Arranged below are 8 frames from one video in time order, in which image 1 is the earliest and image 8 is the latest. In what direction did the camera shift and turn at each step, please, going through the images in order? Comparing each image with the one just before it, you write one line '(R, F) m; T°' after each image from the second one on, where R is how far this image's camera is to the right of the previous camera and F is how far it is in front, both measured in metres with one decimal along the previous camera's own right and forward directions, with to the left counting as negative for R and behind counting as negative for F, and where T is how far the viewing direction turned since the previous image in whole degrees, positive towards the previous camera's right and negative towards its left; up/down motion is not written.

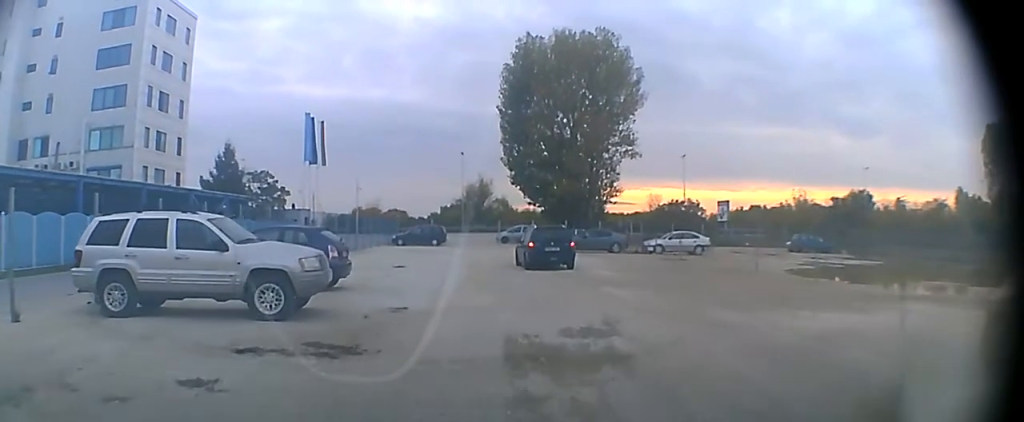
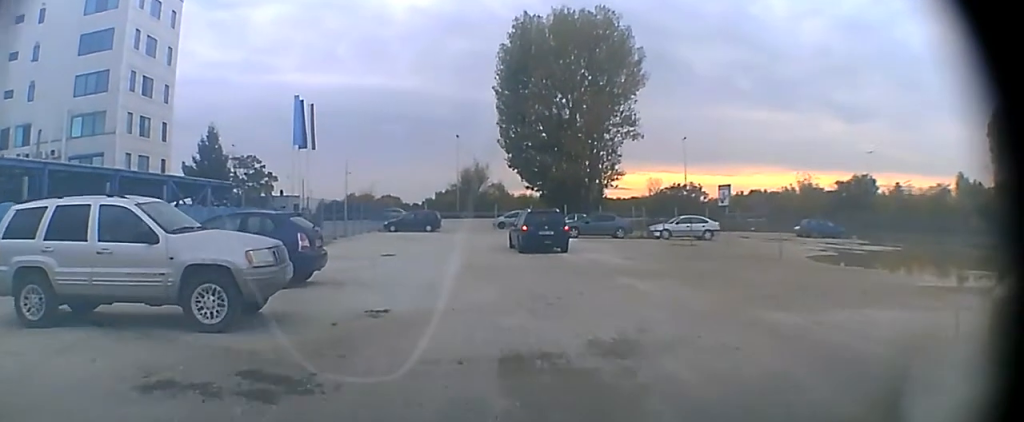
(0.0, +2.4) m; +2°
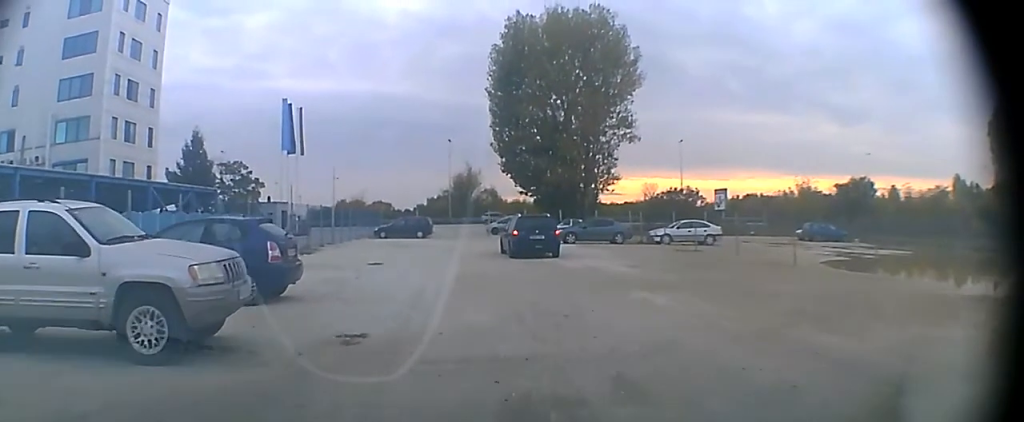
(0.0, +1.7) m; +1°
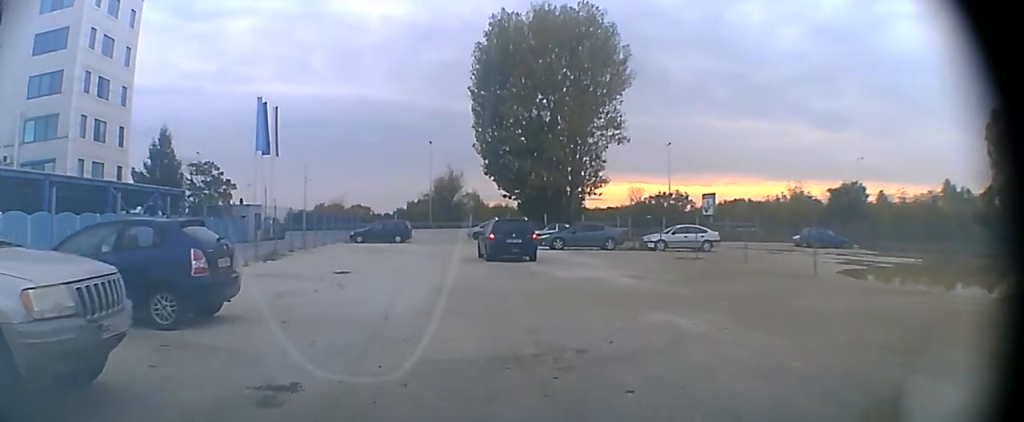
(+0.1, +2.6) m; +1°
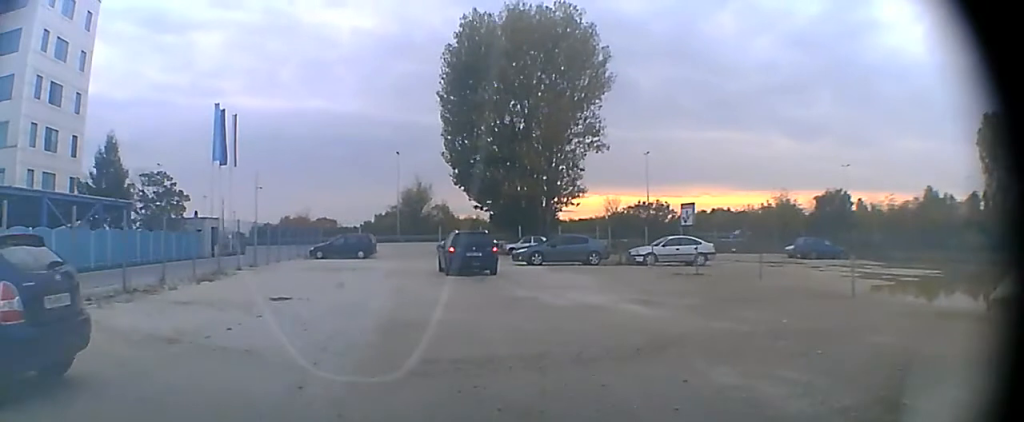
(0.0, +3.7) m; 0°
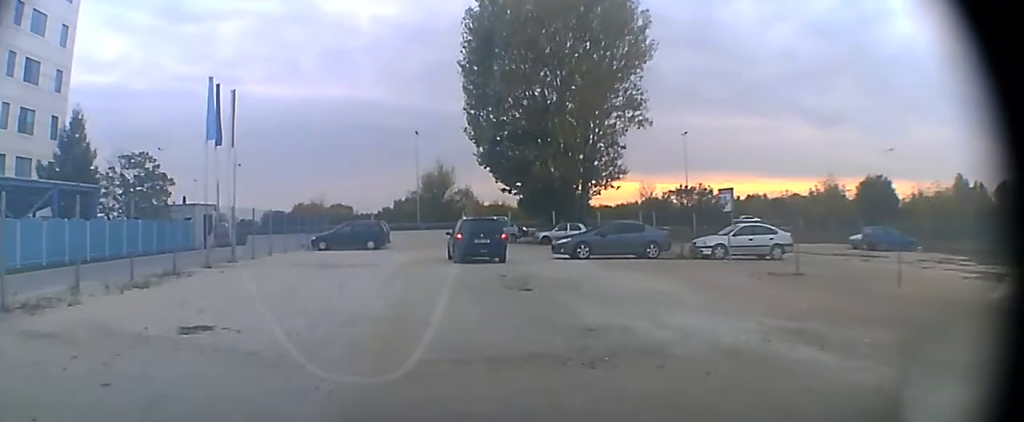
(+0.1, +6.4) m; +1°
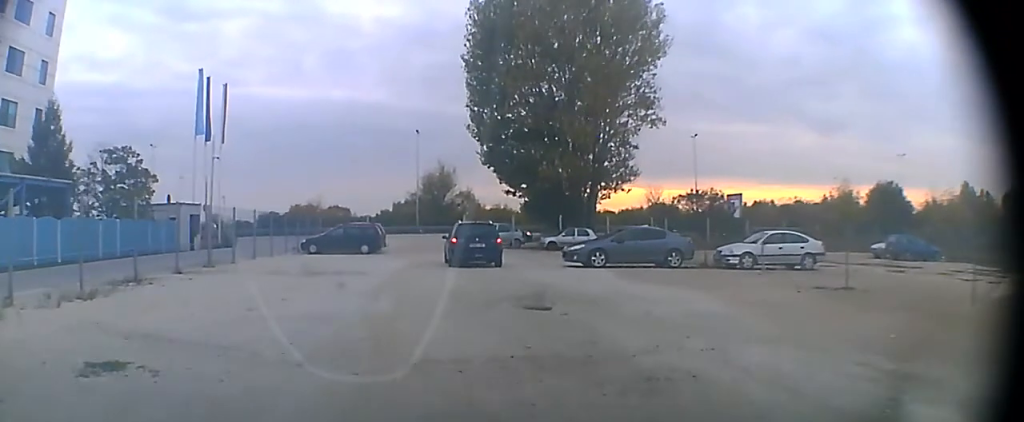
(0.0, +2.5) m; -2°
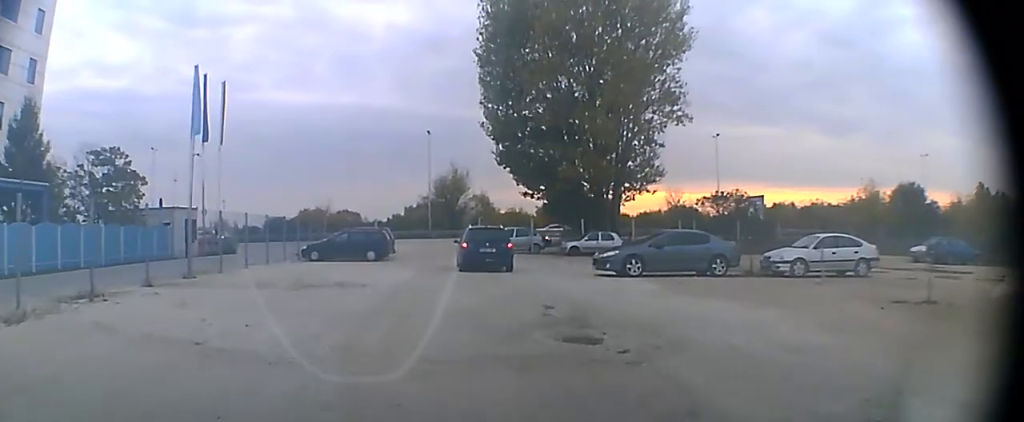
(-0.1, +3.2) m; -2°
